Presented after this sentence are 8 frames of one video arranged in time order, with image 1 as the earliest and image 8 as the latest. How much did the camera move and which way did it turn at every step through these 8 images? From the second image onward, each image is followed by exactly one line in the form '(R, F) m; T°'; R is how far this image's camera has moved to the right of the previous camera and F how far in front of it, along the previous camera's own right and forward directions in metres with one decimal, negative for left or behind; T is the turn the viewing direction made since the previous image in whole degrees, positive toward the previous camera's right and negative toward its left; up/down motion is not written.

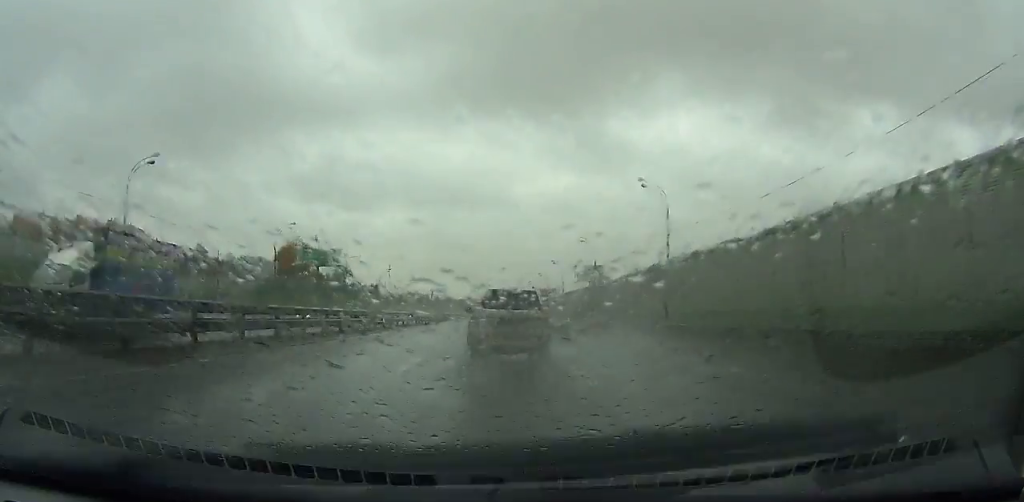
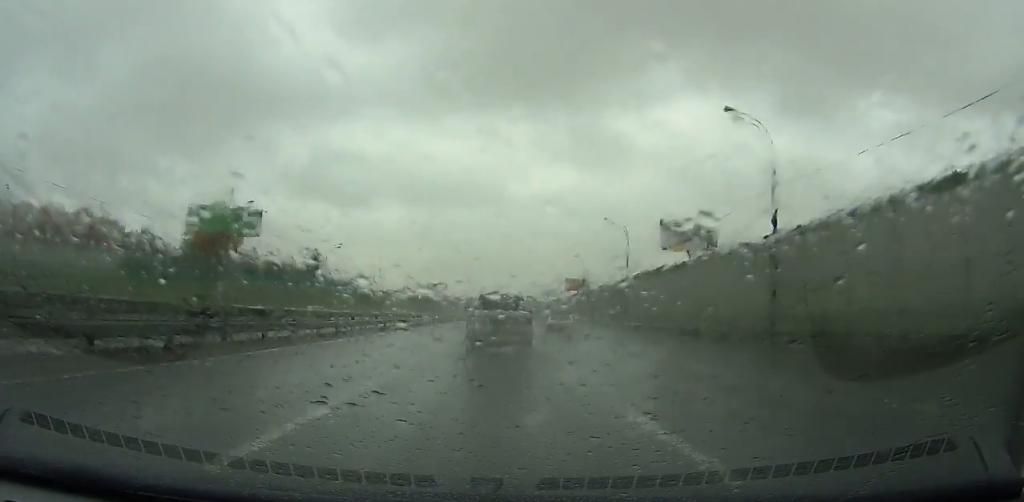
(+0.4, +55.0) m; 0°
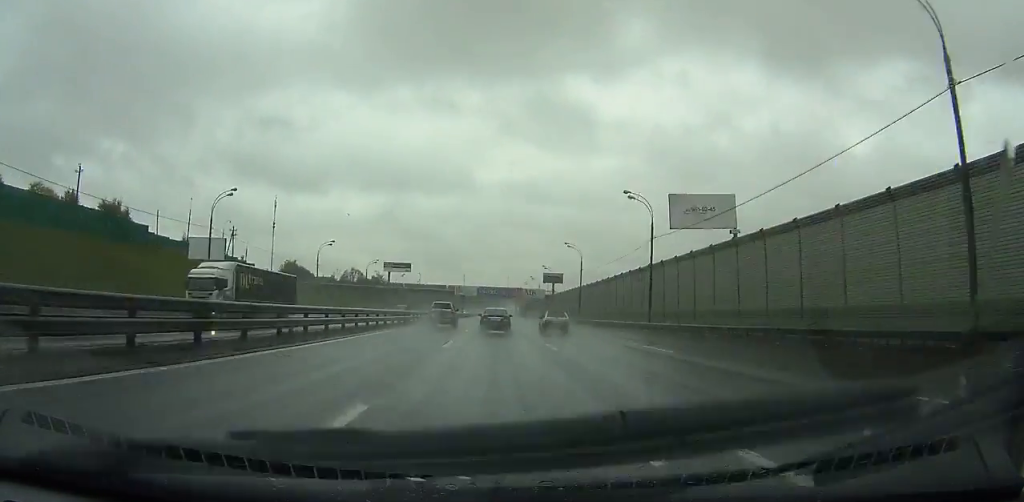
(-0.8, +158.8) m; 0°
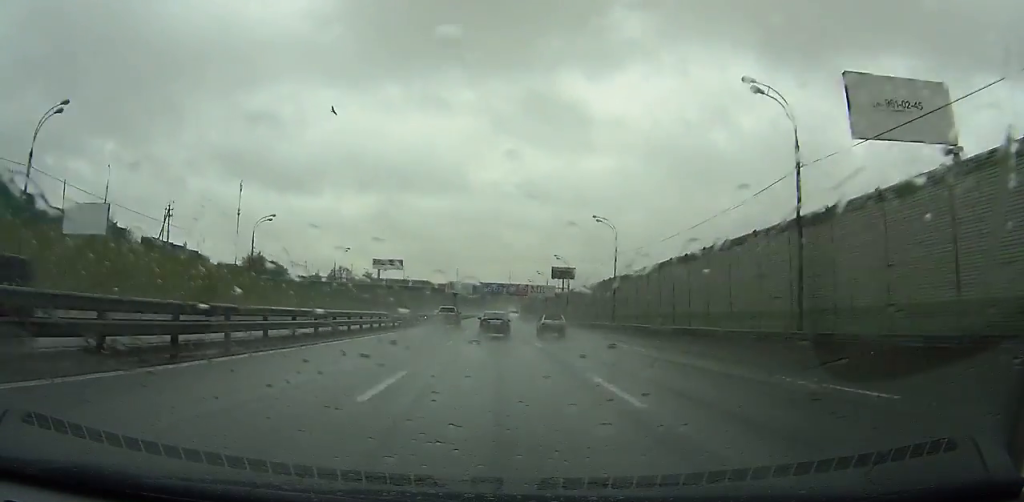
(+0.1, +27.1) m; 0°
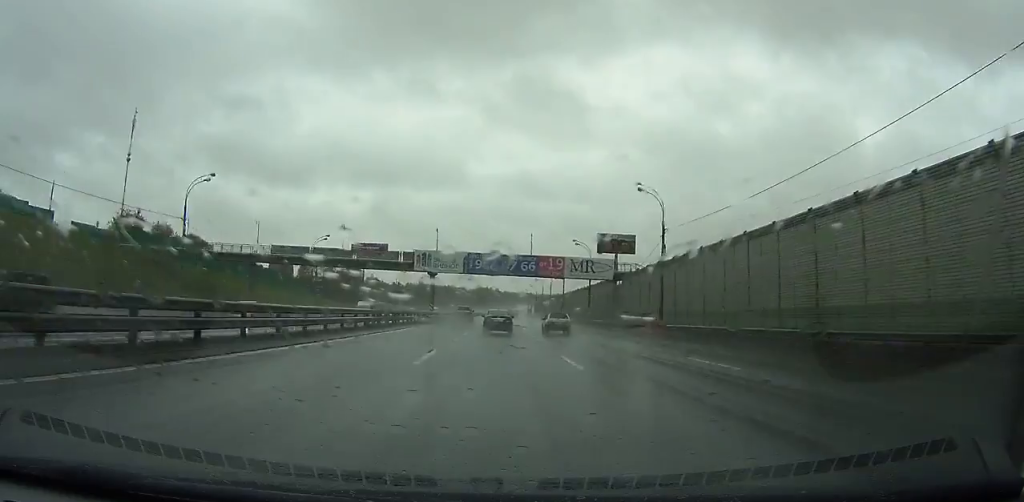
(0.0, +59.5) m; 0°
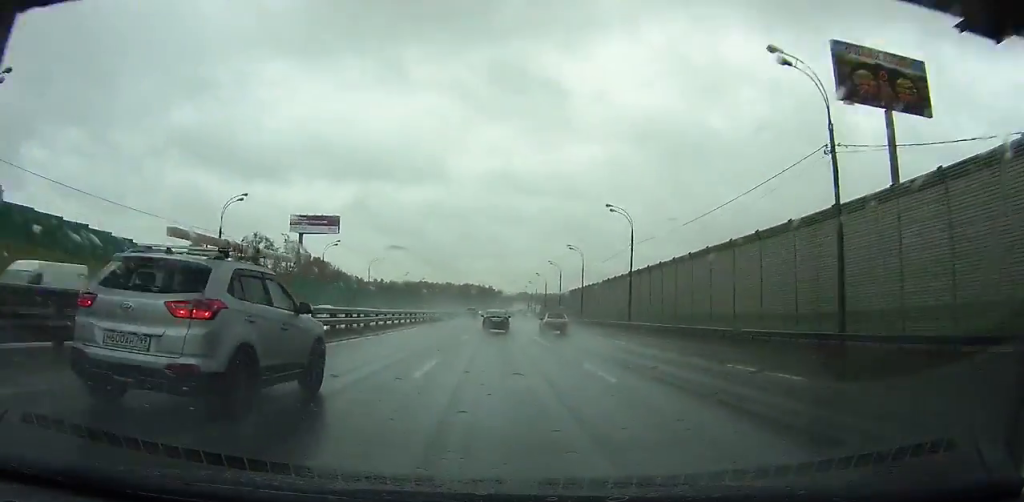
(-0.2, +67.9) m; 0°
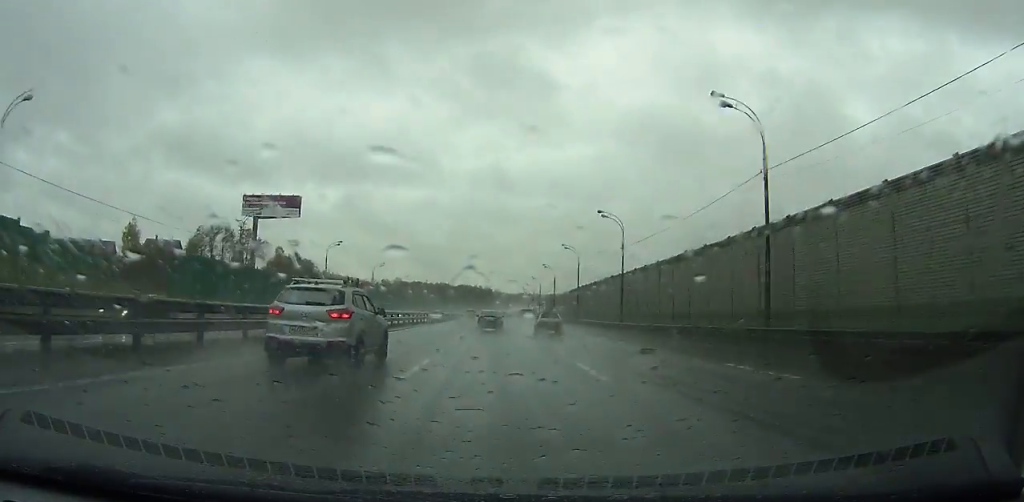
(+0.1, +33.7) m; 0°
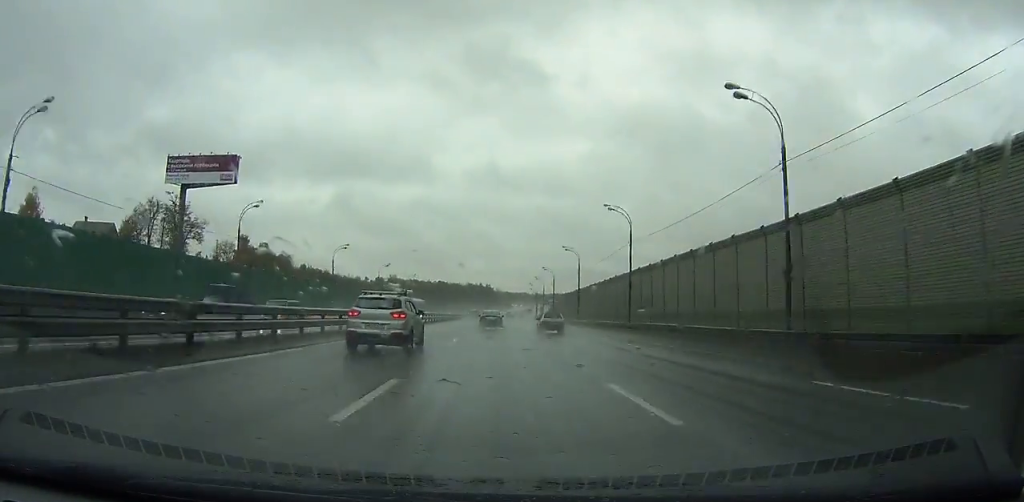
(+0.1, +38.7) m; 0°
